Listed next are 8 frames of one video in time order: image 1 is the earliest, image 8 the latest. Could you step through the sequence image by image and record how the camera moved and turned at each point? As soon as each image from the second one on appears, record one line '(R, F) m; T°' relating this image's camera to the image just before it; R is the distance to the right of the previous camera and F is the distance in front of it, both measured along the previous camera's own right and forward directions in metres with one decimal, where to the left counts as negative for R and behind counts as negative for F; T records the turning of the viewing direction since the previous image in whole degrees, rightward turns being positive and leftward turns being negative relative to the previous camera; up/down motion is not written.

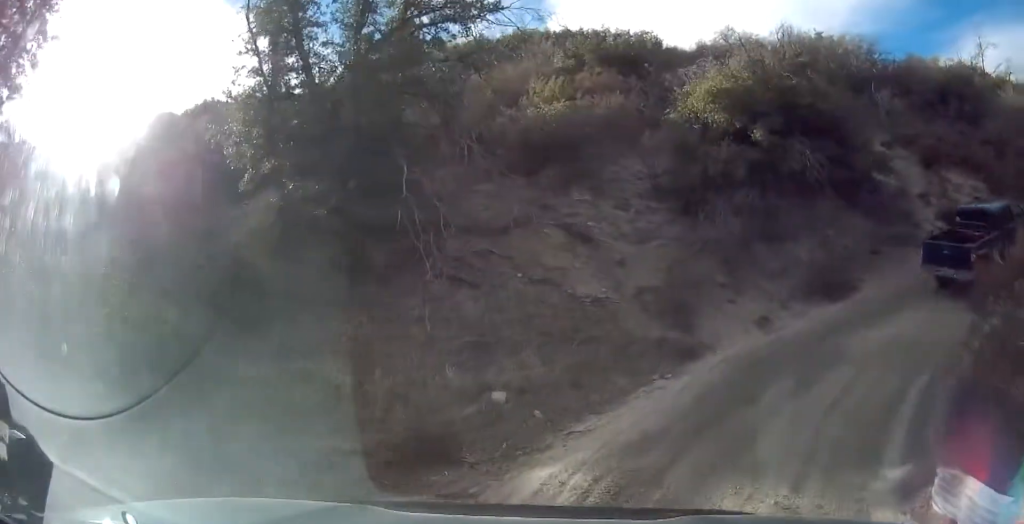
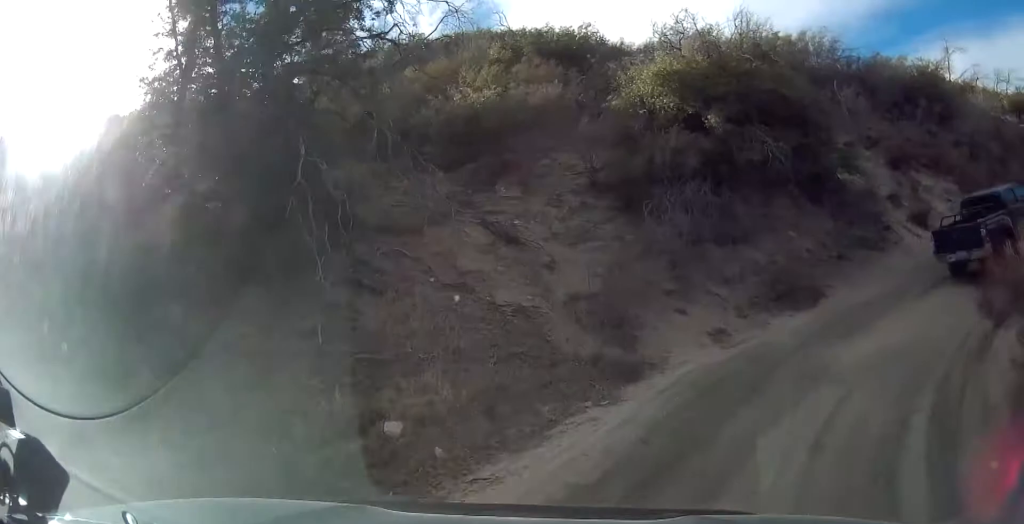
(-0.1, +1.8) m; +7°
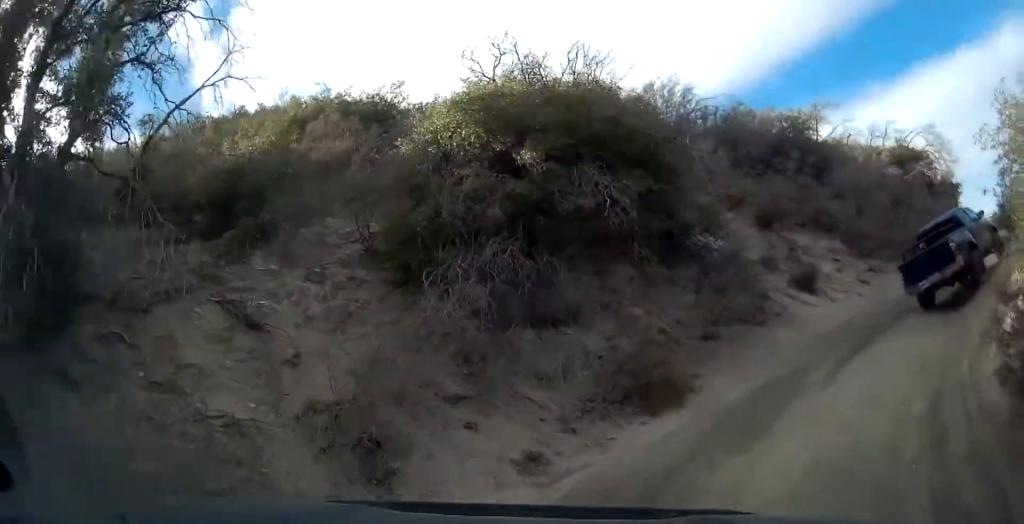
(+0.6, +3.6) m; +21°
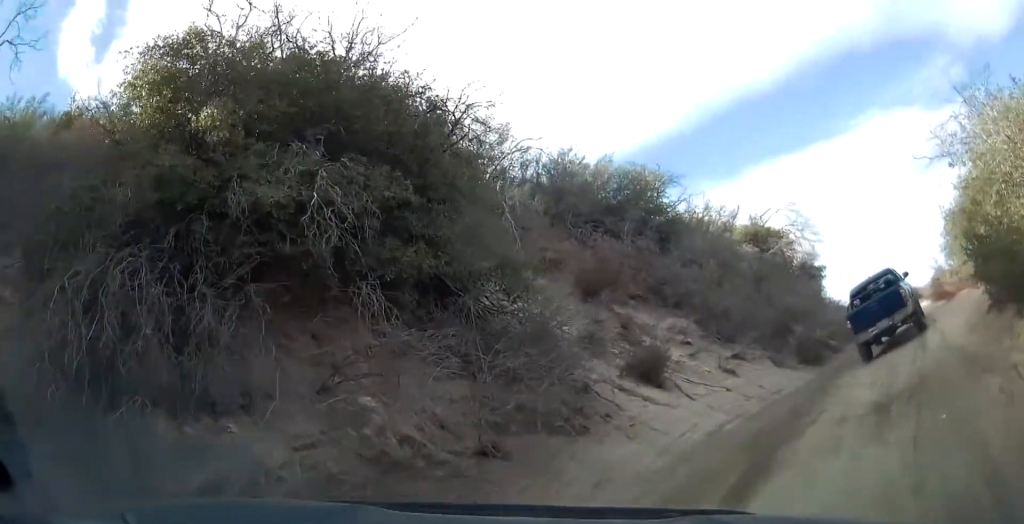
(+1.2, +4.2) m; +23°
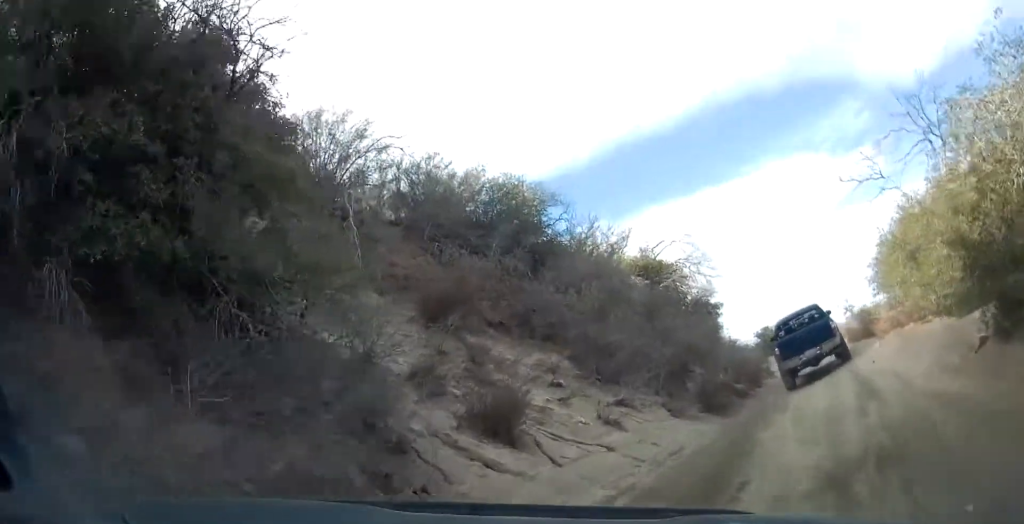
(+0.4, +2.8) m; +7°
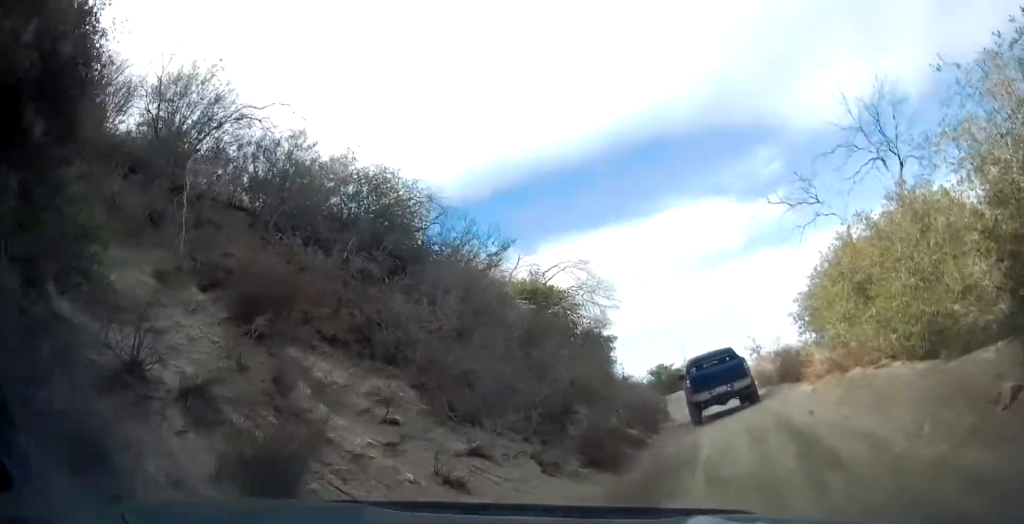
(-0.1, +2.5) m; +12°
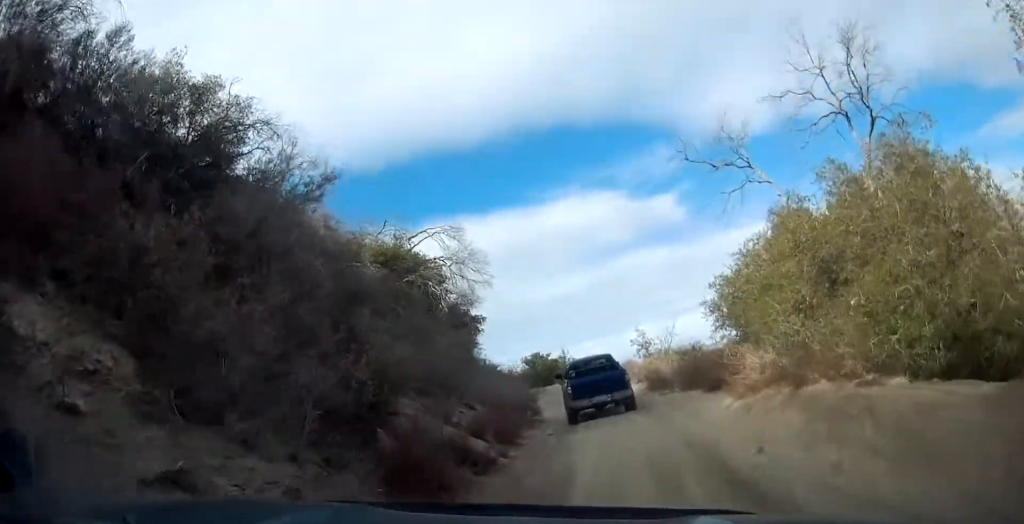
(+0.7, +3.3) m; +8°
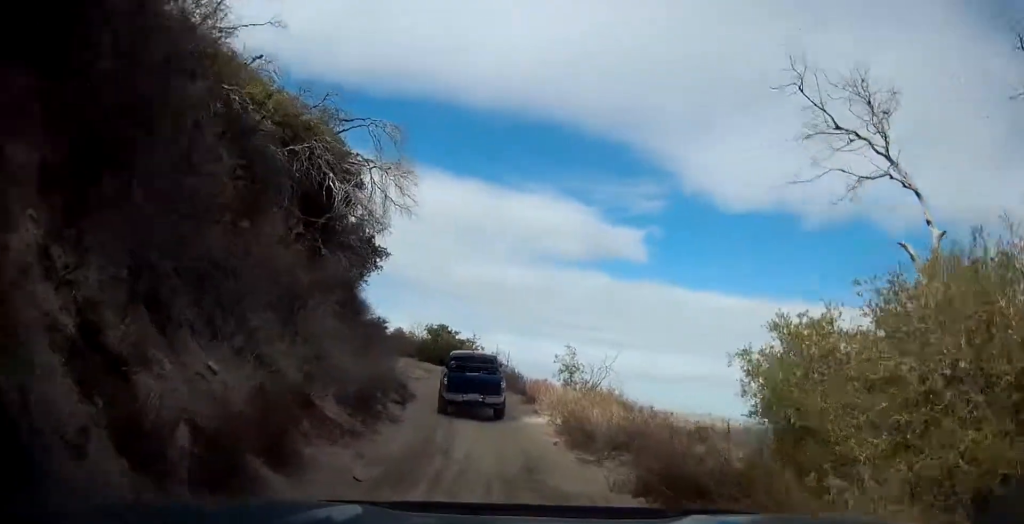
(0.0, +6.5) m; +4°
